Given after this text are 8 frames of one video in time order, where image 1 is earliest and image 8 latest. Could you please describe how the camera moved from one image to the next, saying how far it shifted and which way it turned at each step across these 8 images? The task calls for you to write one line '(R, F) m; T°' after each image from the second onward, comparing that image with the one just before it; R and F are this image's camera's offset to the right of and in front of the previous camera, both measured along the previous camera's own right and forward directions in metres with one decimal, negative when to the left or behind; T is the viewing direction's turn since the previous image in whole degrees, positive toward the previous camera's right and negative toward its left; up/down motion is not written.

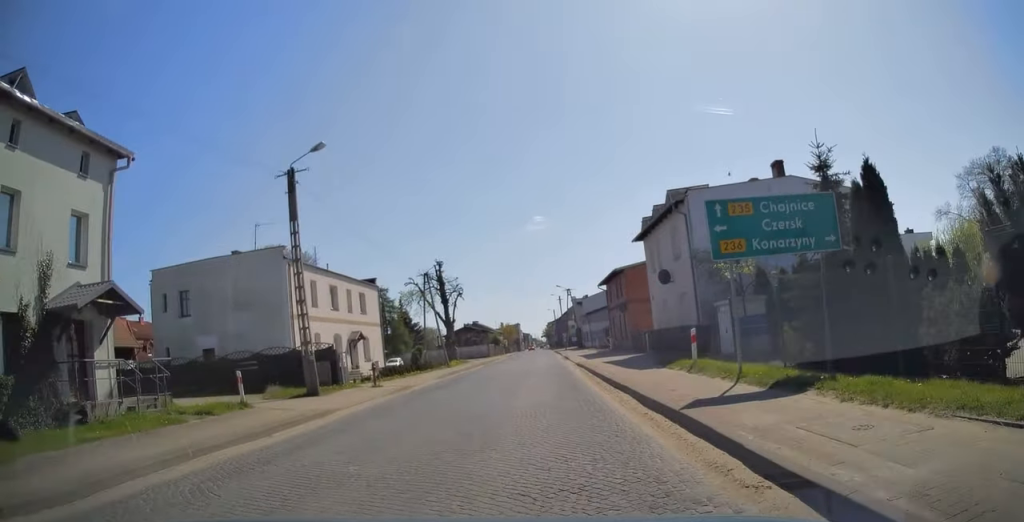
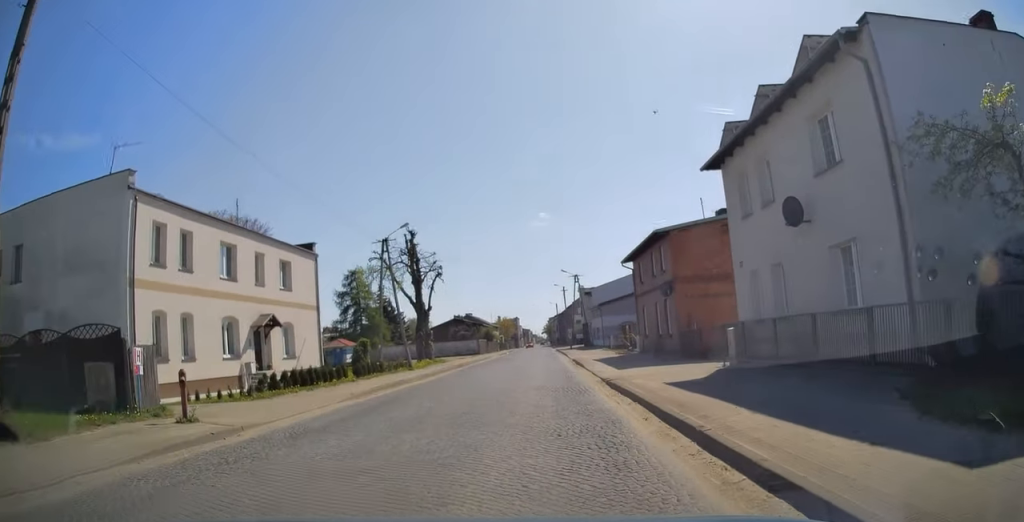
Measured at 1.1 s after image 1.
(0.0, +14.8) m; 0°
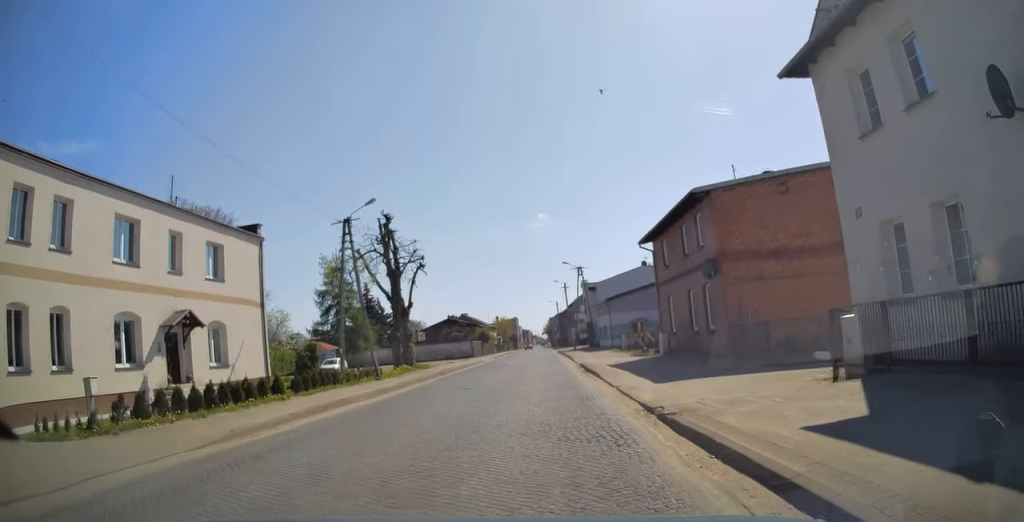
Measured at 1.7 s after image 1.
(0.0, +7.5) m; 0°
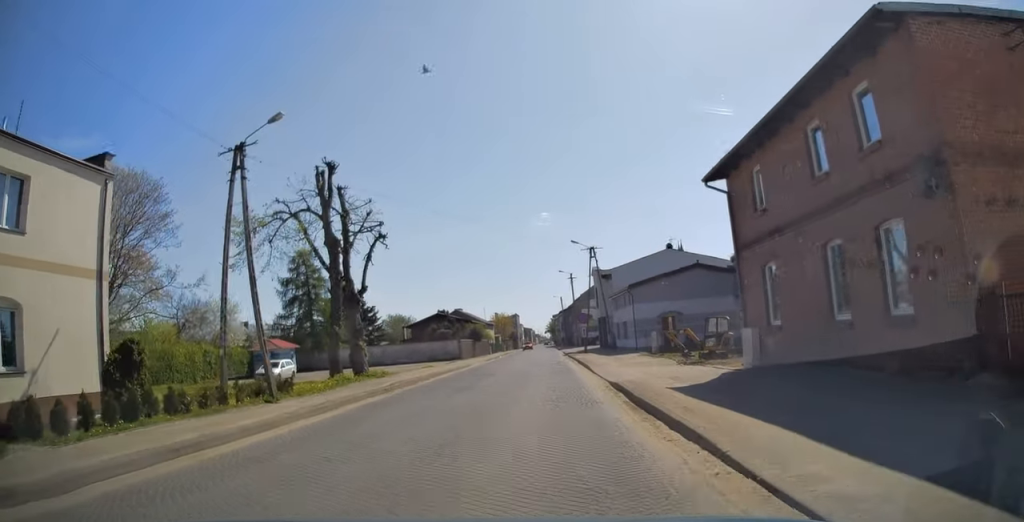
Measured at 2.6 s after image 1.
(0.0, +12.3) m; 0°
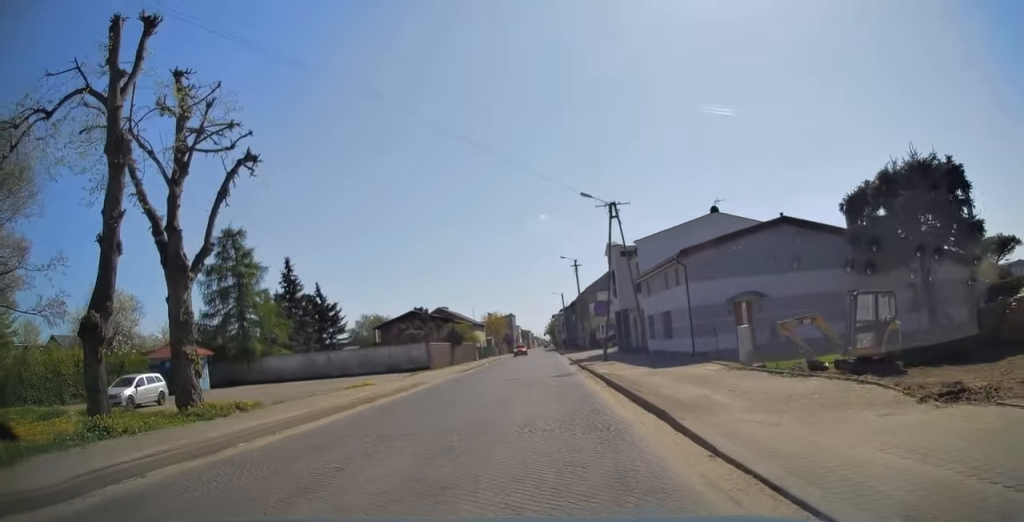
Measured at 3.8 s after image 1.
(0.0, +15.9) m; 0°
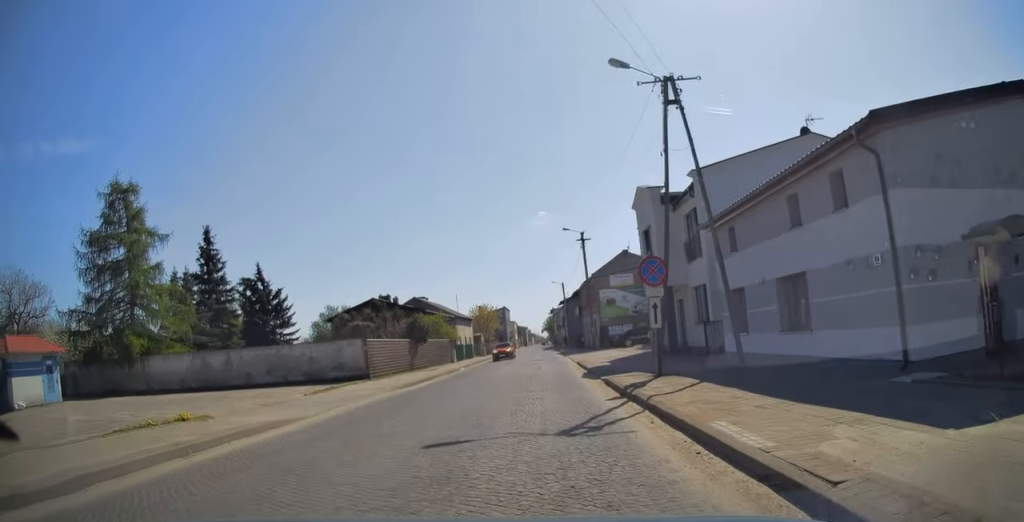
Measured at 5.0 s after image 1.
(0.0, +15.4) m; 0°
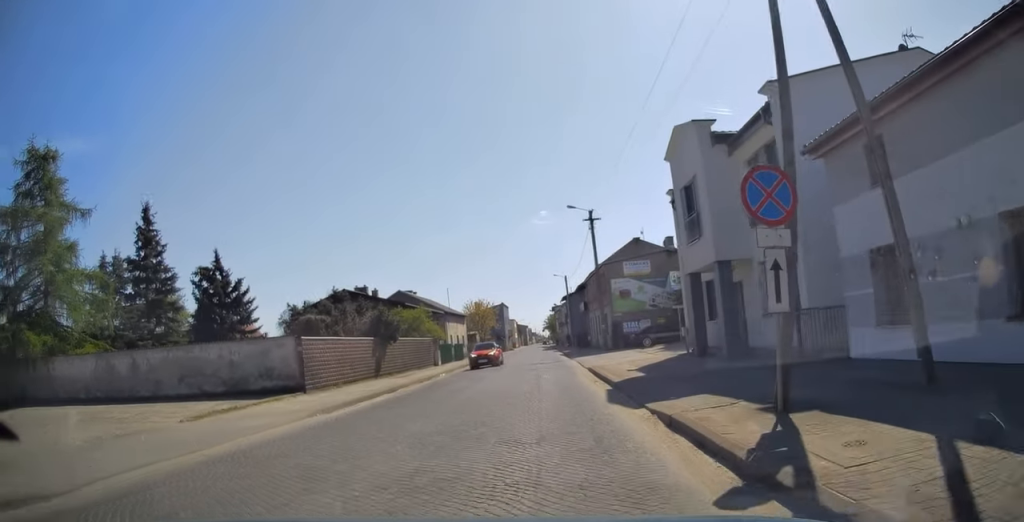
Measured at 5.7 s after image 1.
(0.0, +8.4) m; 0°
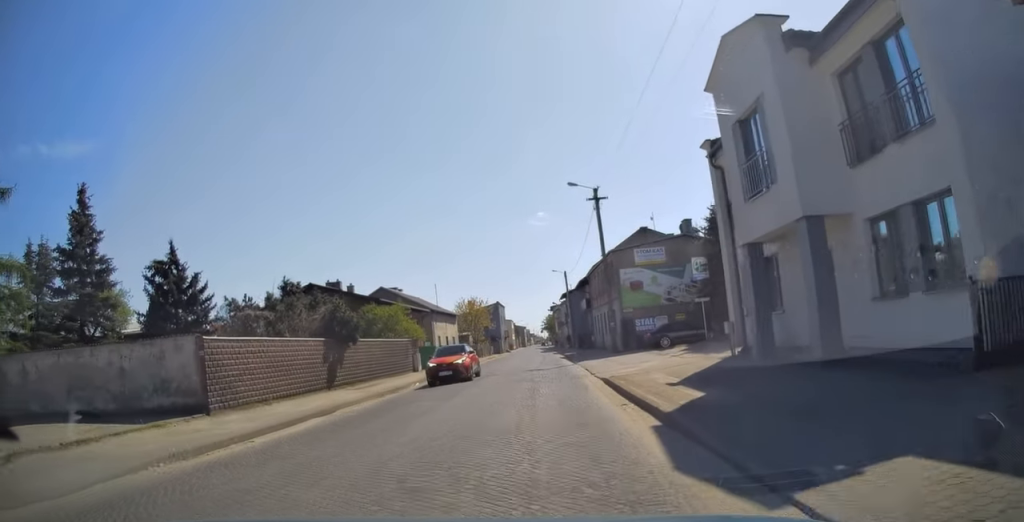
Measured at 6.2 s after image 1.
(0.0, +6.6) m; 0°
